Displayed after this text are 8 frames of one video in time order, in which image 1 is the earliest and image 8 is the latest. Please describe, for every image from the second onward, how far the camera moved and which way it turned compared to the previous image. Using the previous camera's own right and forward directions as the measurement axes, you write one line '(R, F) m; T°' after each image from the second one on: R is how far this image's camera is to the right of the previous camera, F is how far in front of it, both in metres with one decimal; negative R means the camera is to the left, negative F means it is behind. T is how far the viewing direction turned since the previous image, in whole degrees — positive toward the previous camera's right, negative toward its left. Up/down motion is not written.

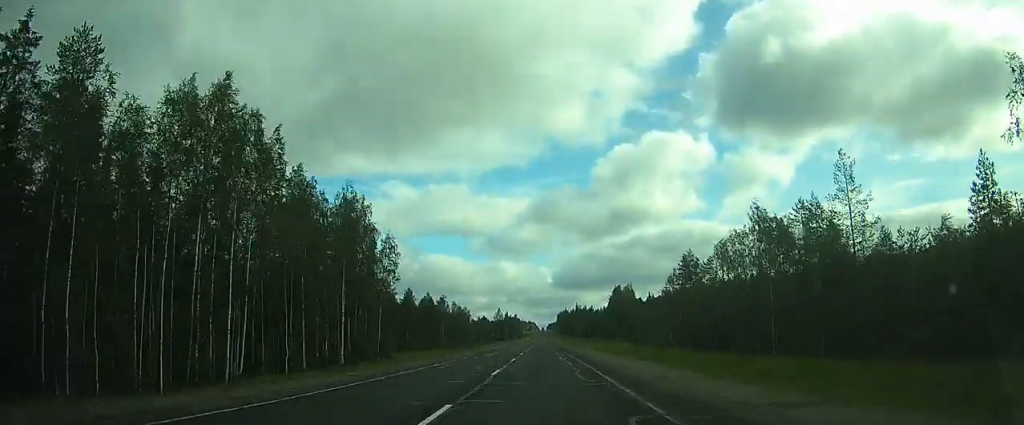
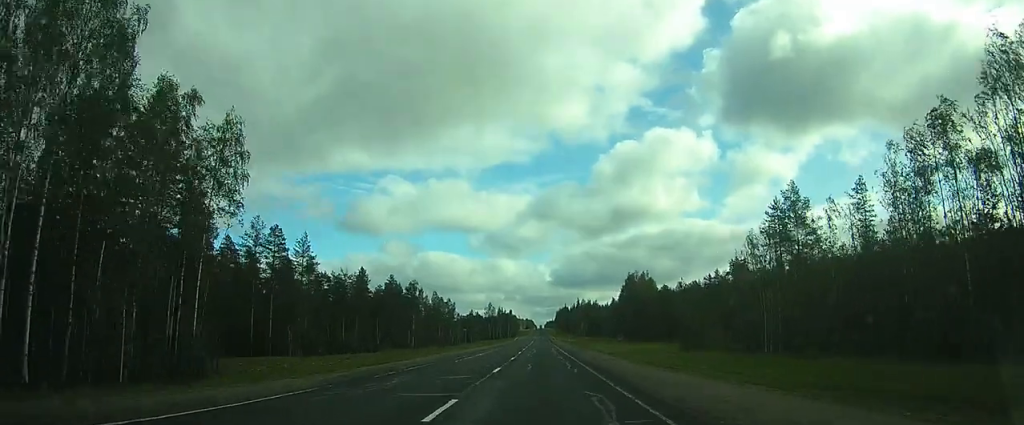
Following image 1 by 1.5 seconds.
(-0.3, +34.9) m; -1°
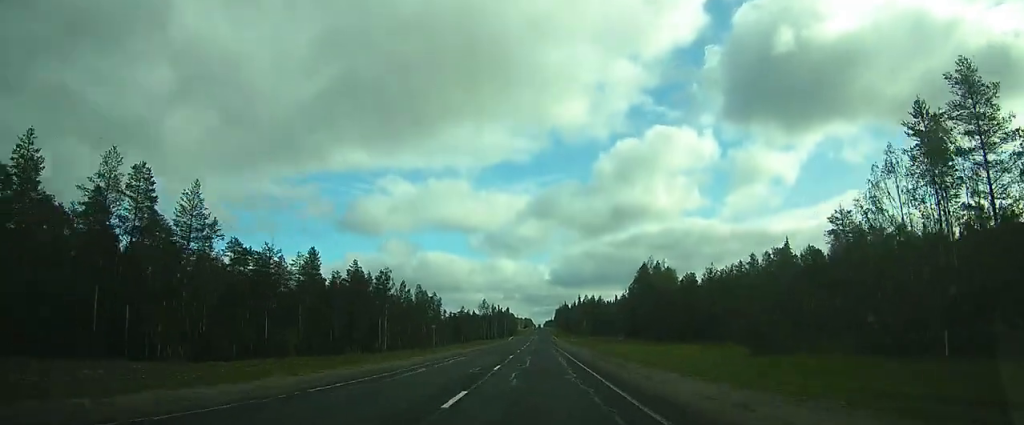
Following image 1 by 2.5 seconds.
(-0.1, +22.0) m; 0°
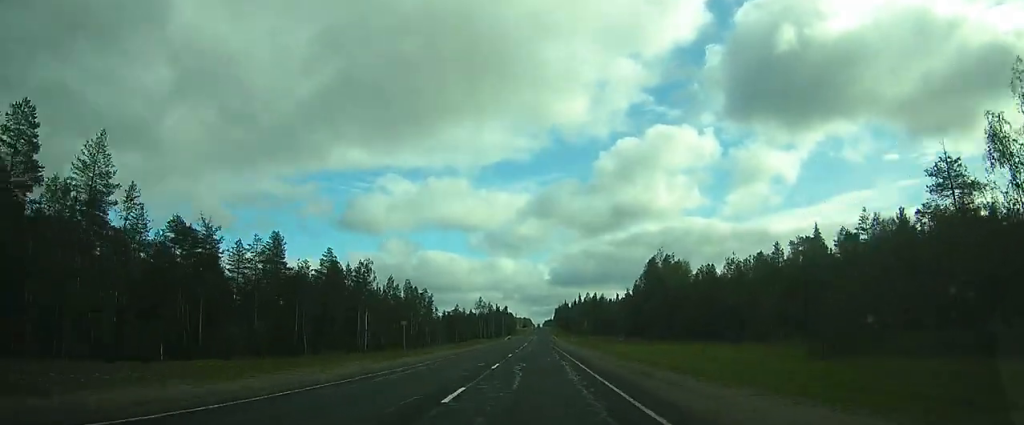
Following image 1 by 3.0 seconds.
(0.0, +11.4) m; 0°
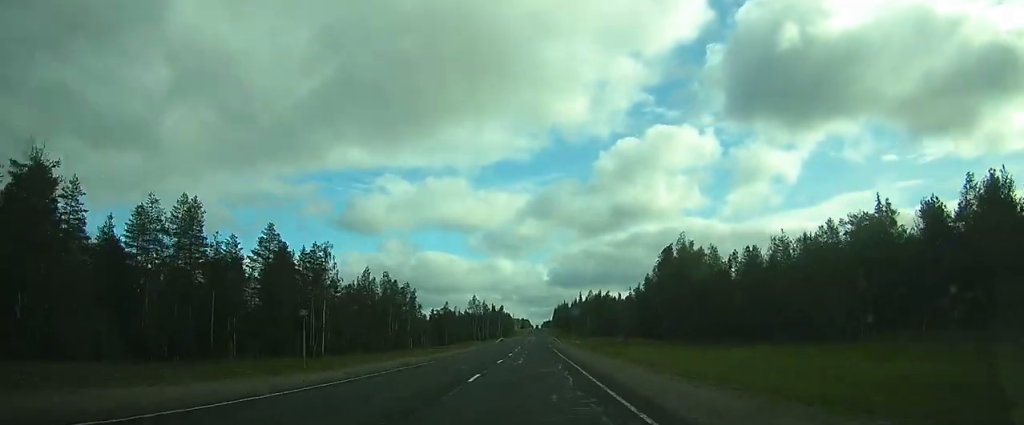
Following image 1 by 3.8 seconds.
(+0.1, +18.3) m; 0°
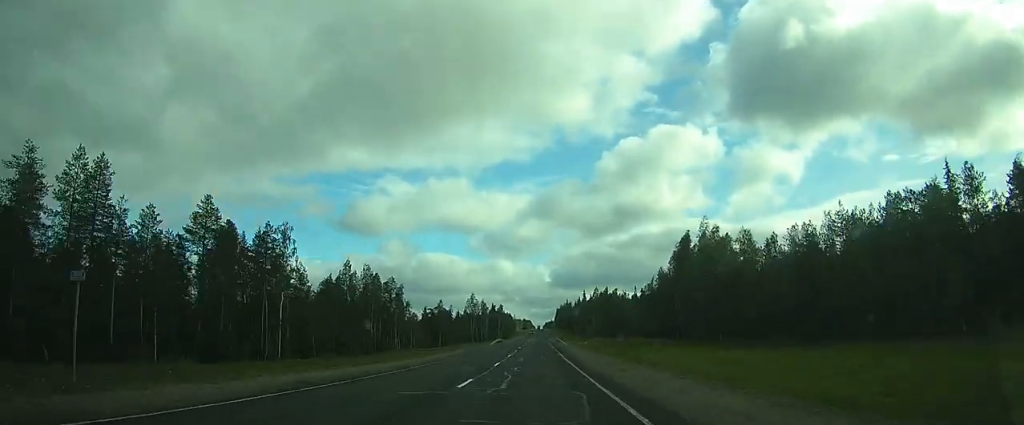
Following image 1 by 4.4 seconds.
(-0.1, +13.7) m; 0°
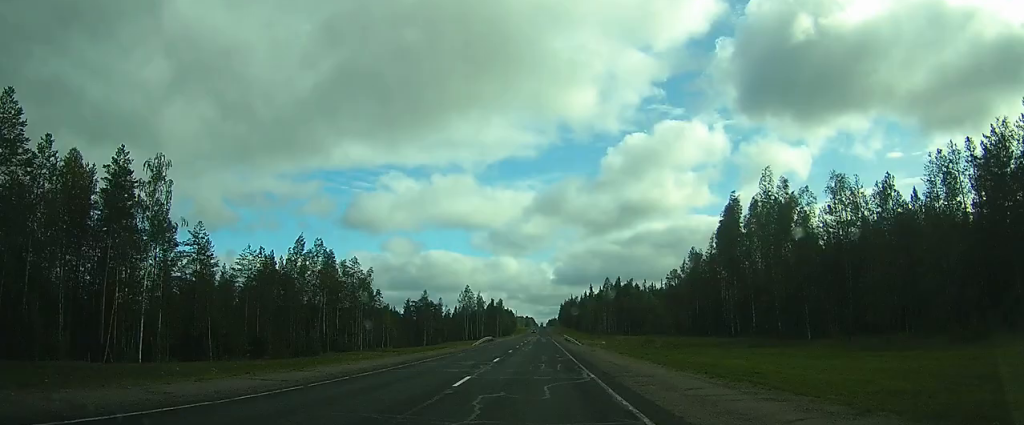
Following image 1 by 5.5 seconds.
(+0.1, +24.5) m; 0°
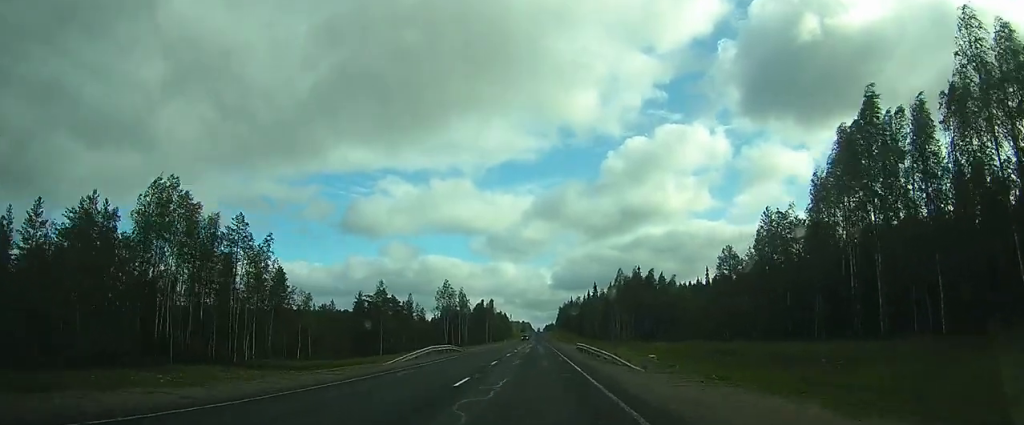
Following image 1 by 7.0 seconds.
(-0.2, +35.3) m; 0°
